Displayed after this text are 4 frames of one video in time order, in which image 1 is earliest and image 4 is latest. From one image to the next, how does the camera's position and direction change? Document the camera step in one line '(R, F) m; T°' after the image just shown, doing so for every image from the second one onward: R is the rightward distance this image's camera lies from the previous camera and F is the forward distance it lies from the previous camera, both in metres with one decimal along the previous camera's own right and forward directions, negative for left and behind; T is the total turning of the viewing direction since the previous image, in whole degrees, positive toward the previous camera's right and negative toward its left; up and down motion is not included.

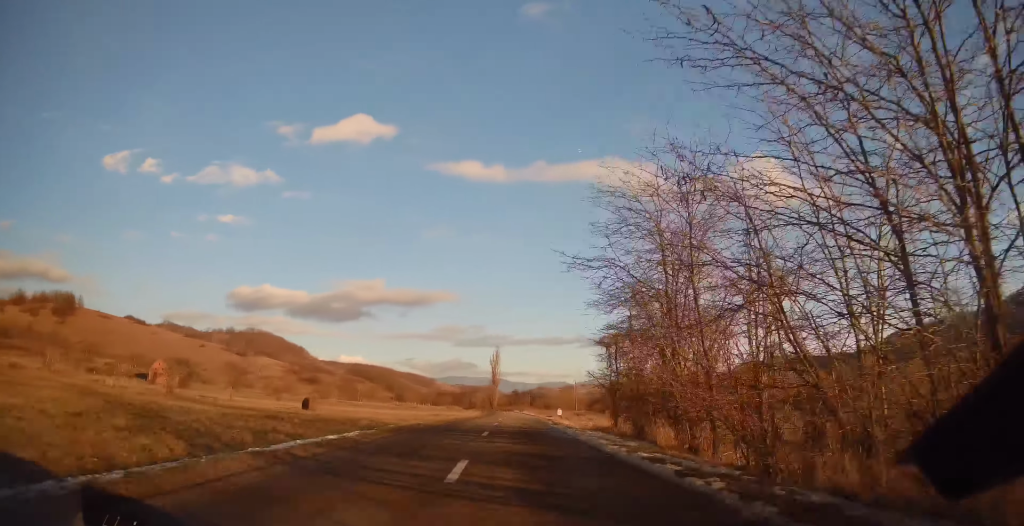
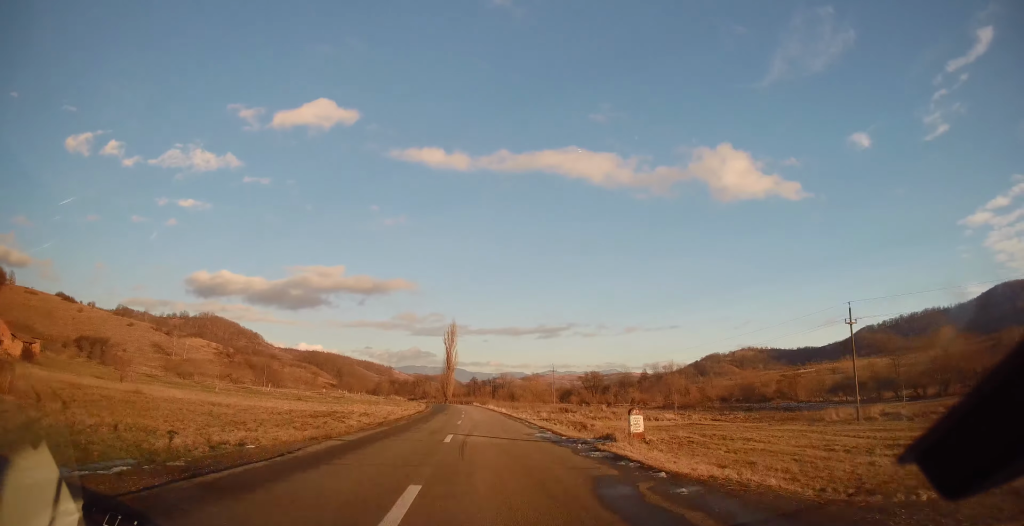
(+1.9, +37.7) m; +2°
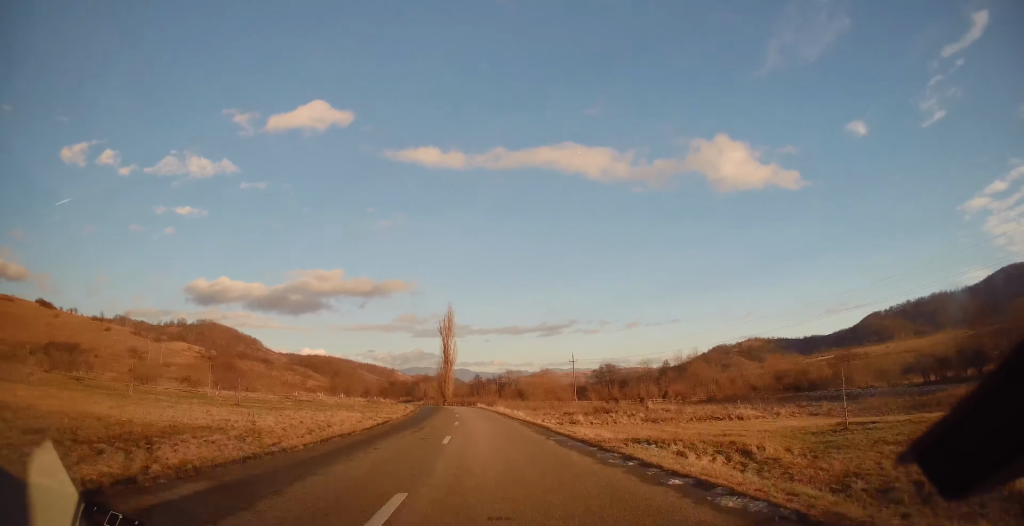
(-0.3, +23.2) m; -1°
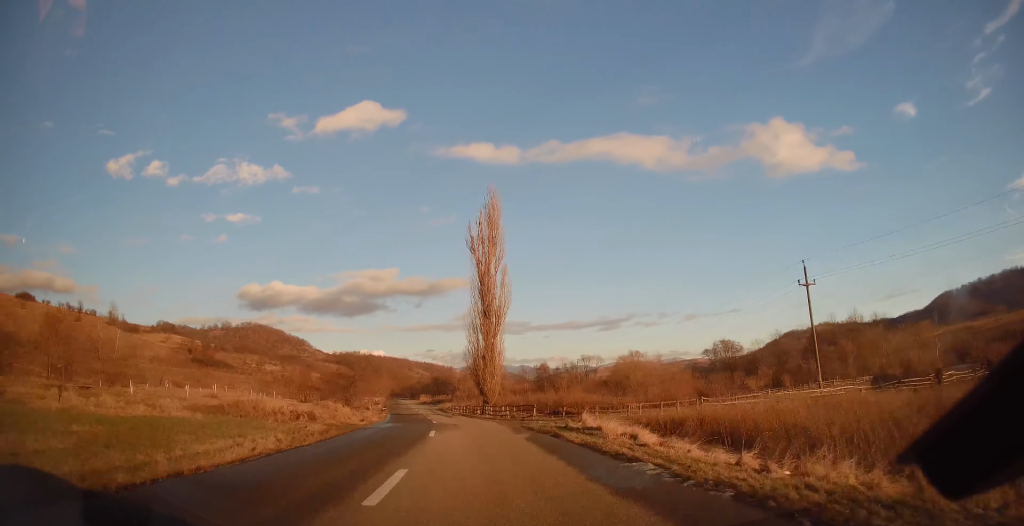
(-2.0, +67.2) m; -7°
